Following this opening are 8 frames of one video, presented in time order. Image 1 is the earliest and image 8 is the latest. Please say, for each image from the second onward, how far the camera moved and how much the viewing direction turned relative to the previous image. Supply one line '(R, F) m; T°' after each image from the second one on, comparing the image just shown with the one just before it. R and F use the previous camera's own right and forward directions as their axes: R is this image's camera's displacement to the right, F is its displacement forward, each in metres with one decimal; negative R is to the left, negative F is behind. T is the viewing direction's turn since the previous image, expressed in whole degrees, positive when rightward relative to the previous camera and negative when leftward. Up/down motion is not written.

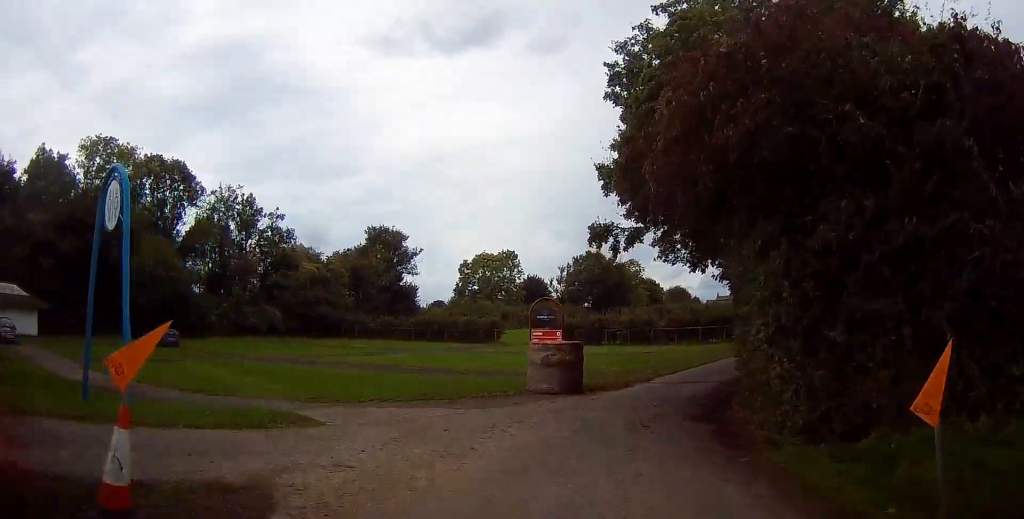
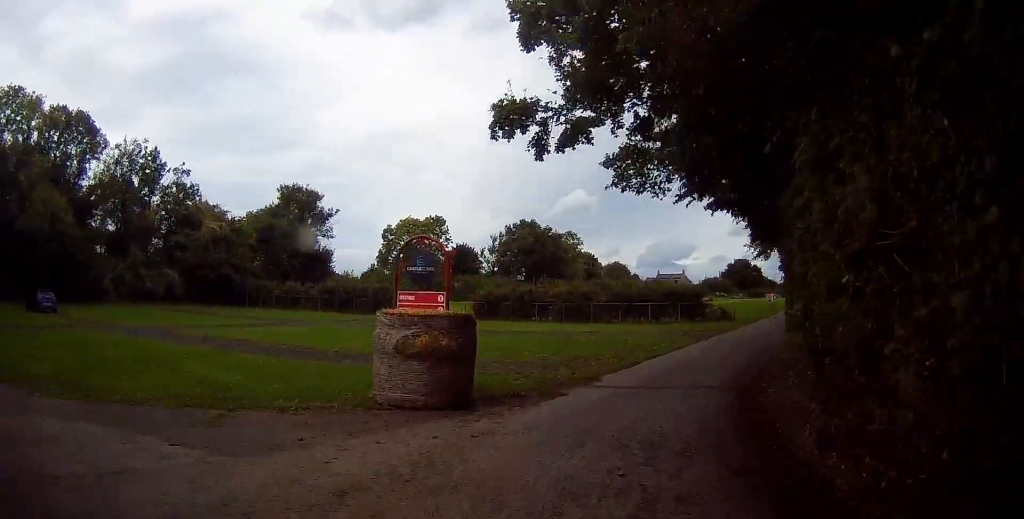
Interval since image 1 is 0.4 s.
(-0.7, +7.0) m; -1°
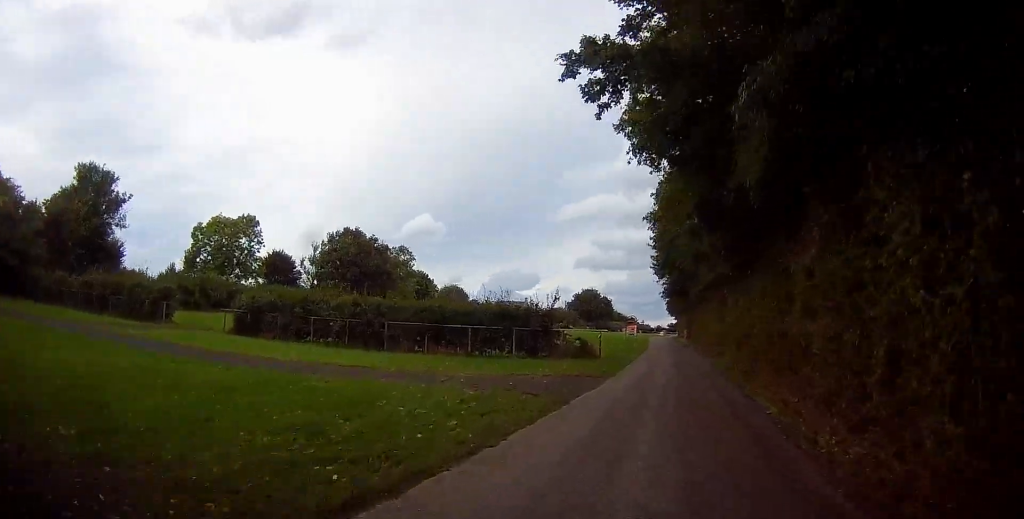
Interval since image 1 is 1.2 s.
(+0.9, +12.7) m; +9°
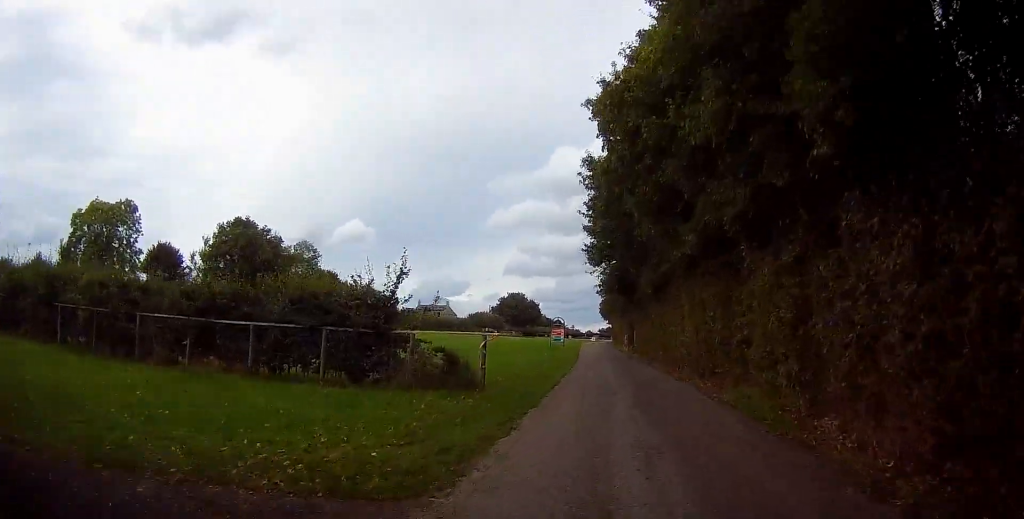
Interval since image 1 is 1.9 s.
(+1.1, +12.5) m; +6°
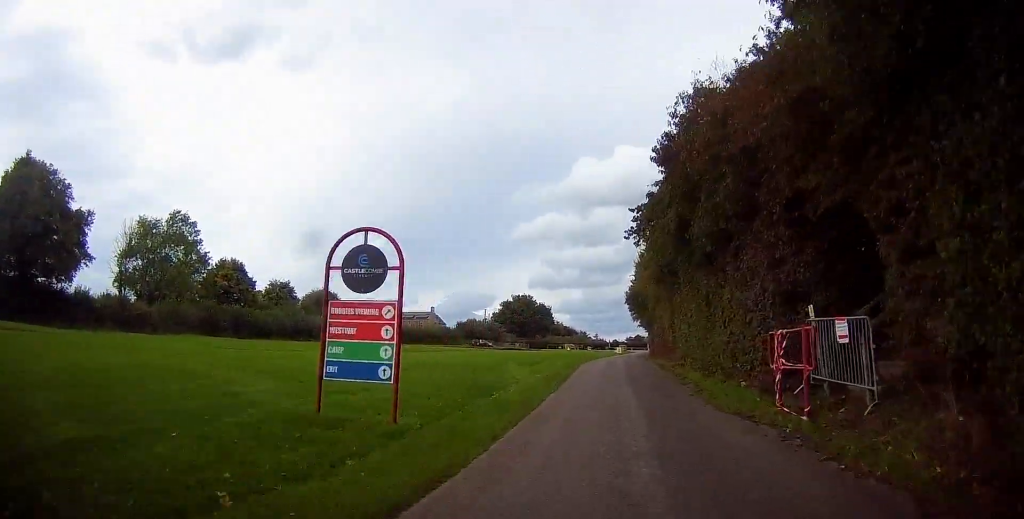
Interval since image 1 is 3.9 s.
(+2.6, +41.4) m; +2°
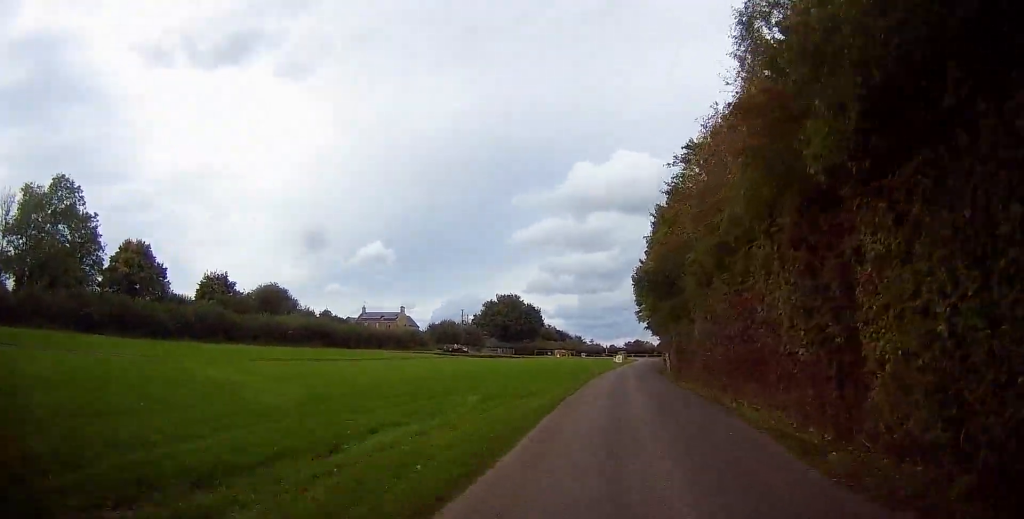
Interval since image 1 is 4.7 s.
(-0.3, +20.2) m; 0°
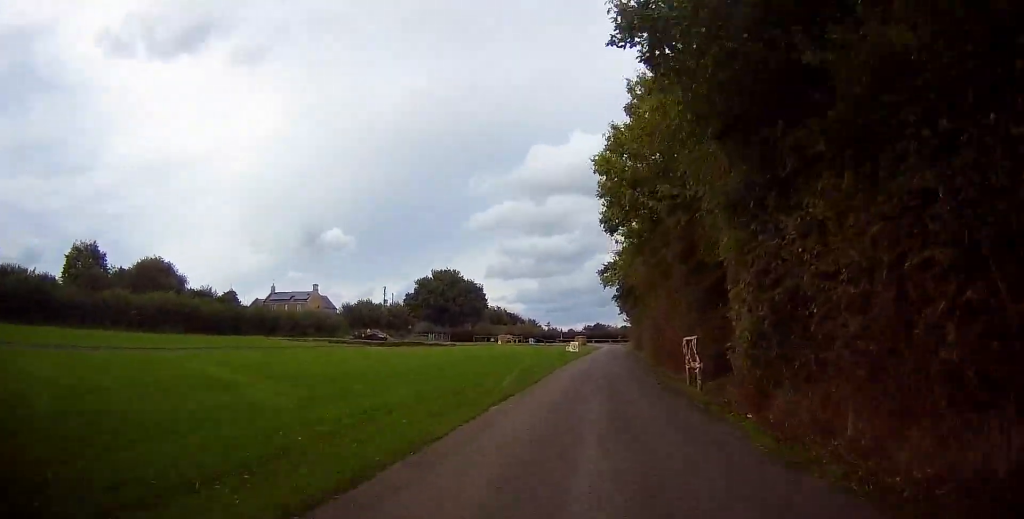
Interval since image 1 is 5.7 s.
(+0.4, +23.3) m; +2°
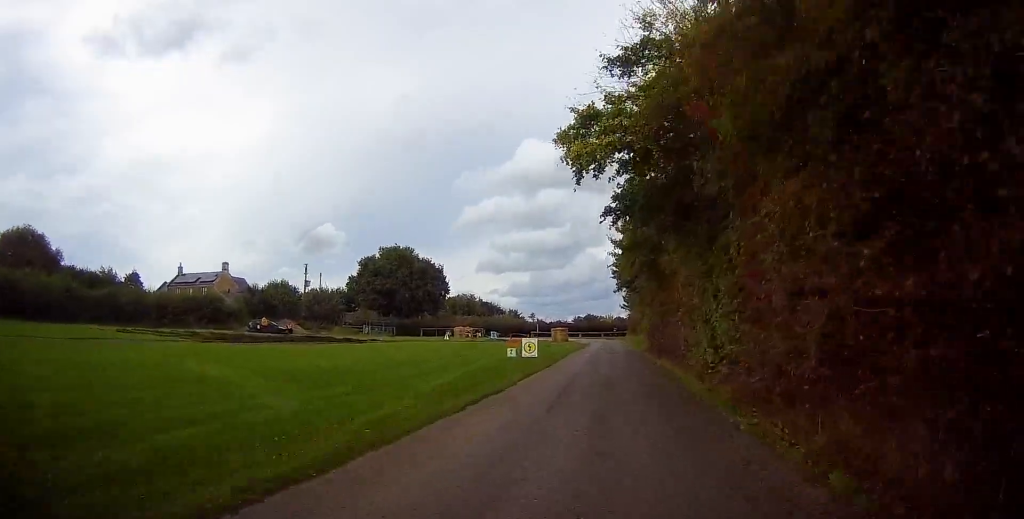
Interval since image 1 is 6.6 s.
(+0.4, +25.3) m; +1°
